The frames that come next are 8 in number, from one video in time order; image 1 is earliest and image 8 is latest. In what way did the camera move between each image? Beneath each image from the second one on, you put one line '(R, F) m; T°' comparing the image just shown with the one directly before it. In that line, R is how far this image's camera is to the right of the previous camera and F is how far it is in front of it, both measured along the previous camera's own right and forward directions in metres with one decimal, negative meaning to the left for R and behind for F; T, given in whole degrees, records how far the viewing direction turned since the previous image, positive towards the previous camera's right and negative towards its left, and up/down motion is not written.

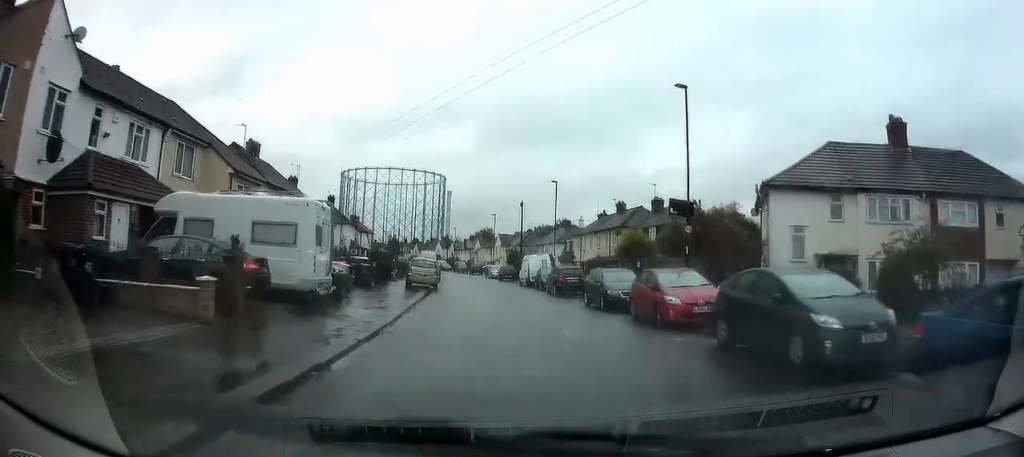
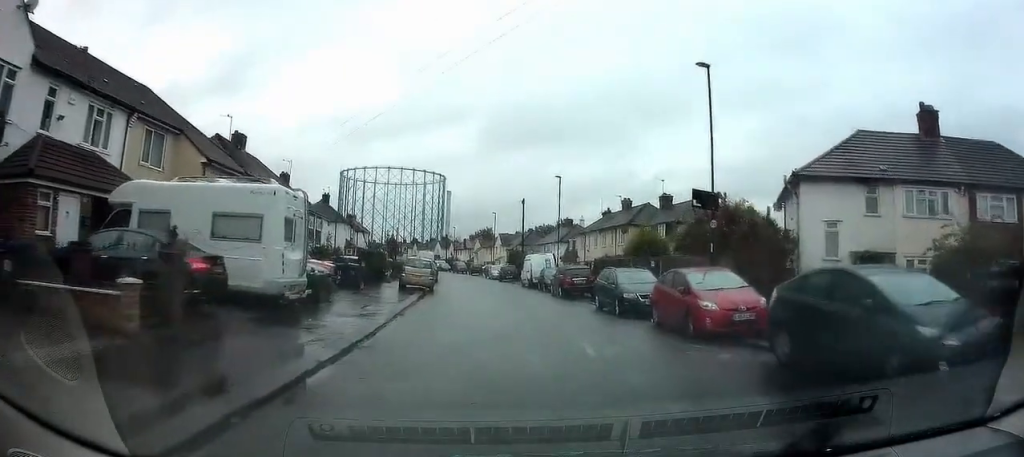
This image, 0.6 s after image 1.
(0.0, +2.7) m; +1°
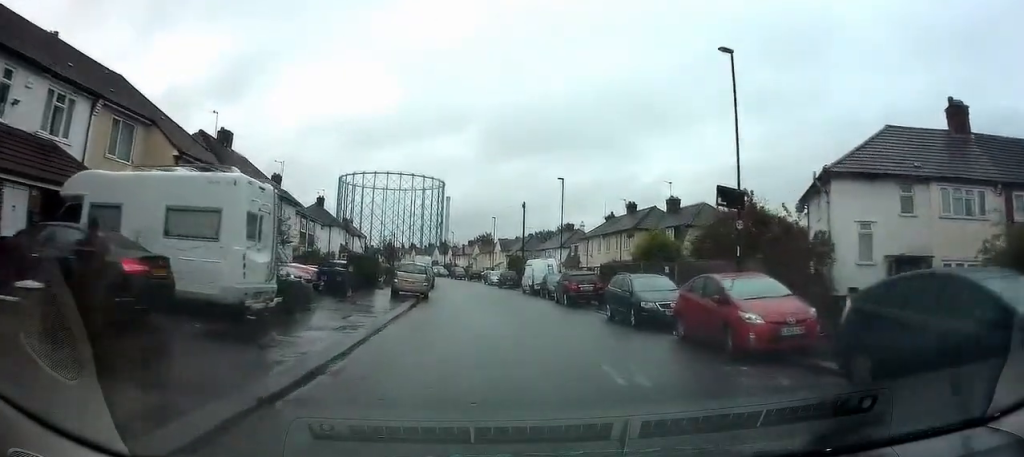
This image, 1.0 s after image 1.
(0.0, +2.2) m; 0°
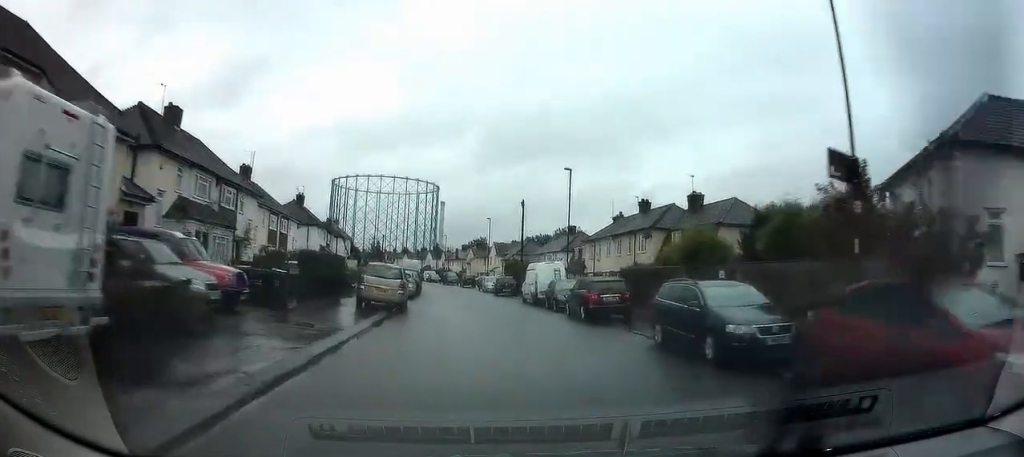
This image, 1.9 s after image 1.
(0.0, +5.3) m; 0°
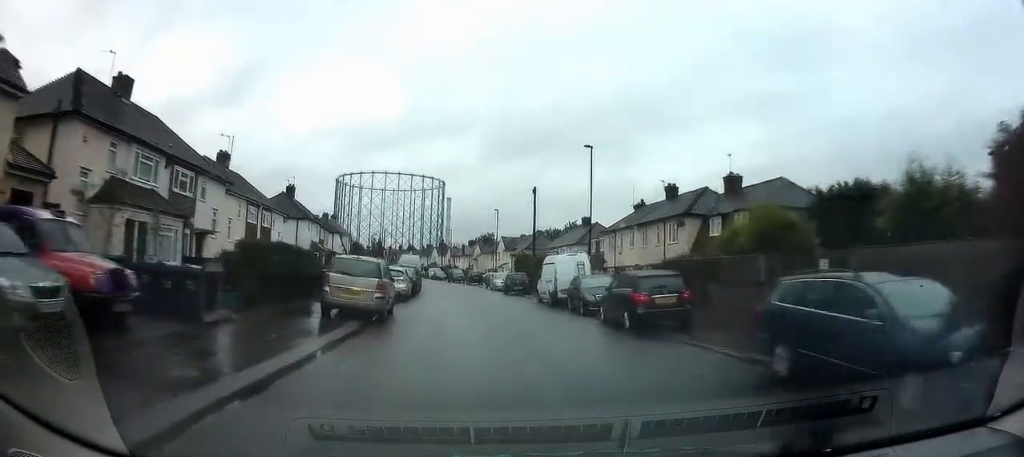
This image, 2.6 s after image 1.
(-0.1, +4.6) m; 0°
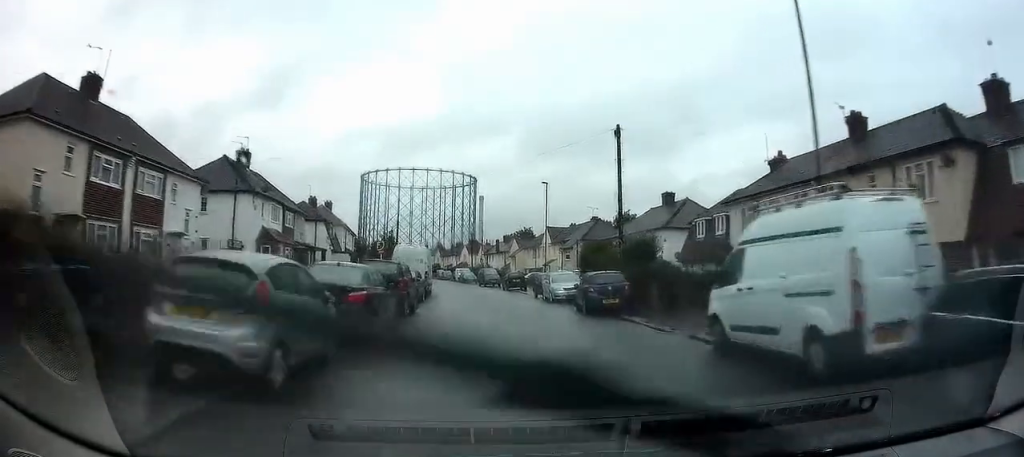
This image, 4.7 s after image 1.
(-0.7, +18.7) m; -4°
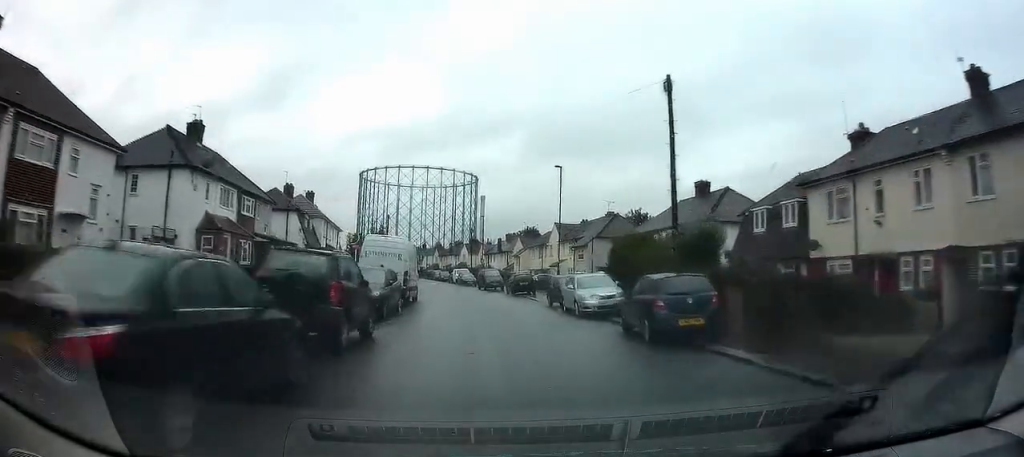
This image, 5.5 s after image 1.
(0.0, +7.6) m; 0°
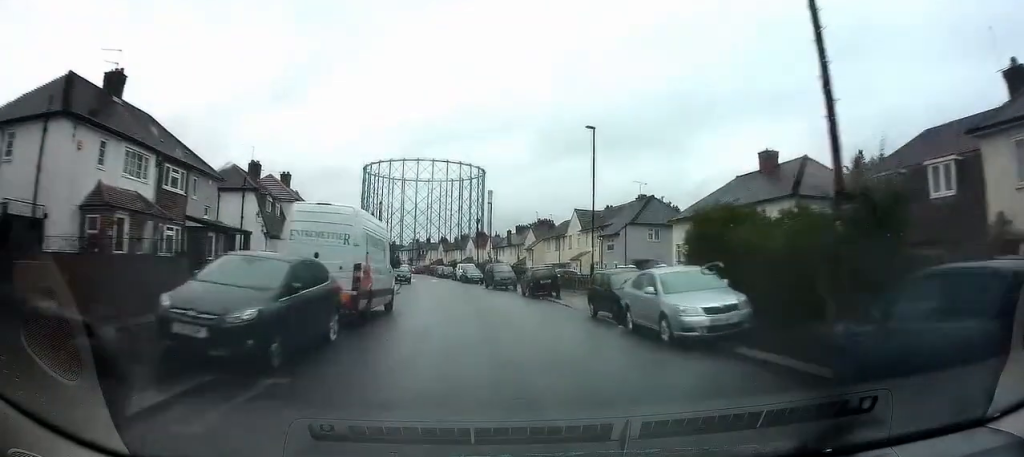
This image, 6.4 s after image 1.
(0.0, +9.3) m; 0°
